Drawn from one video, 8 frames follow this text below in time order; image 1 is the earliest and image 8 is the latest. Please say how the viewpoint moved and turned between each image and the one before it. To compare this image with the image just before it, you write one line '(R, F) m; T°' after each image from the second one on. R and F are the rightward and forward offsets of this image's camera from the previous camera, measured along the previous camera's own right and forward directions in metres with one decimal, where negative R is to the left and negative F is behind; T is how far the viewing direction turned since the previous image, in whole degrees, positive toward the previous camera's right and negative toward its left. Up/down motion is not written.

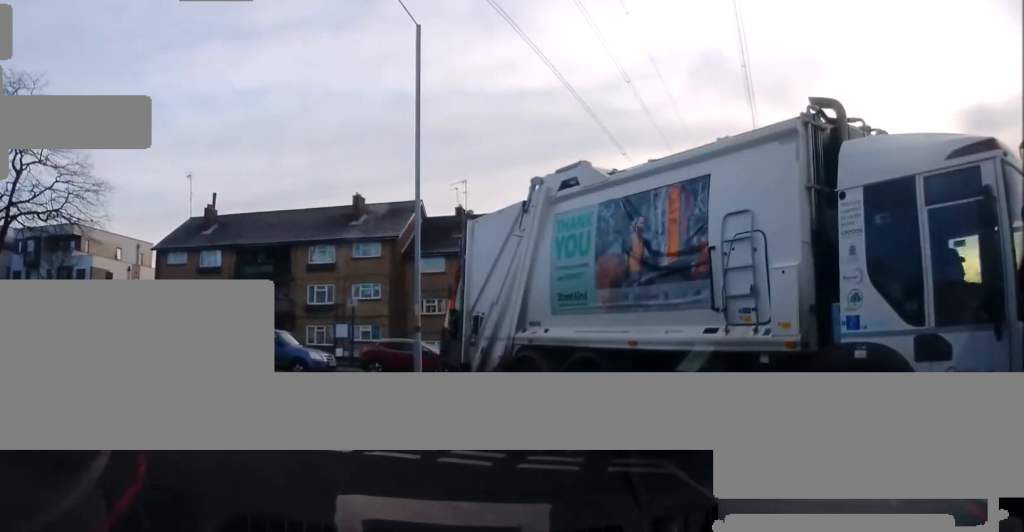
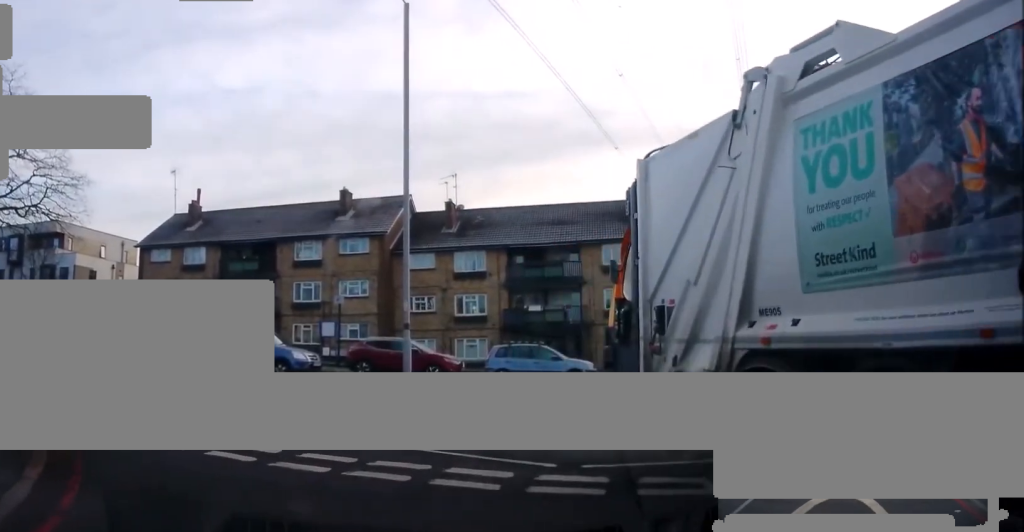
(-0.4, +1.1) m; 0°
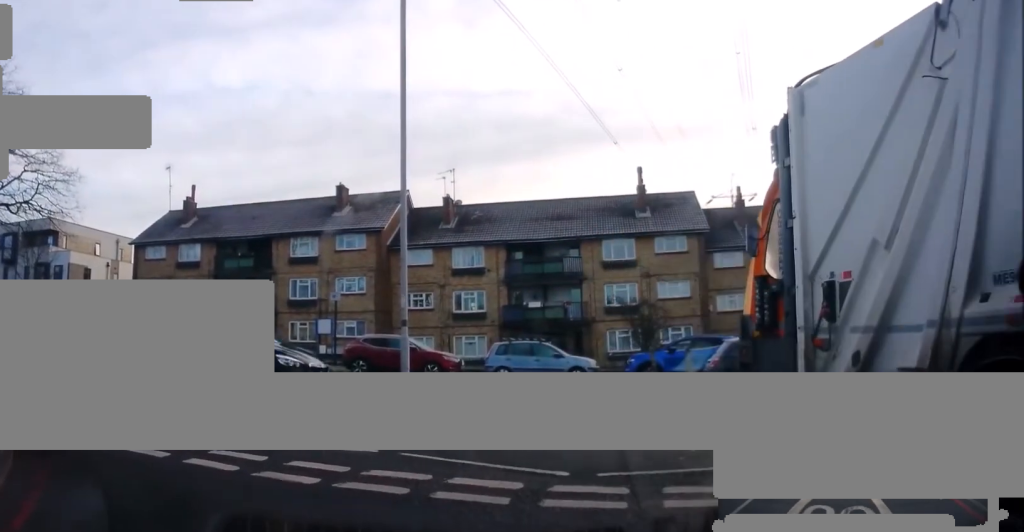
(-0.2, +0.5) m; 0°
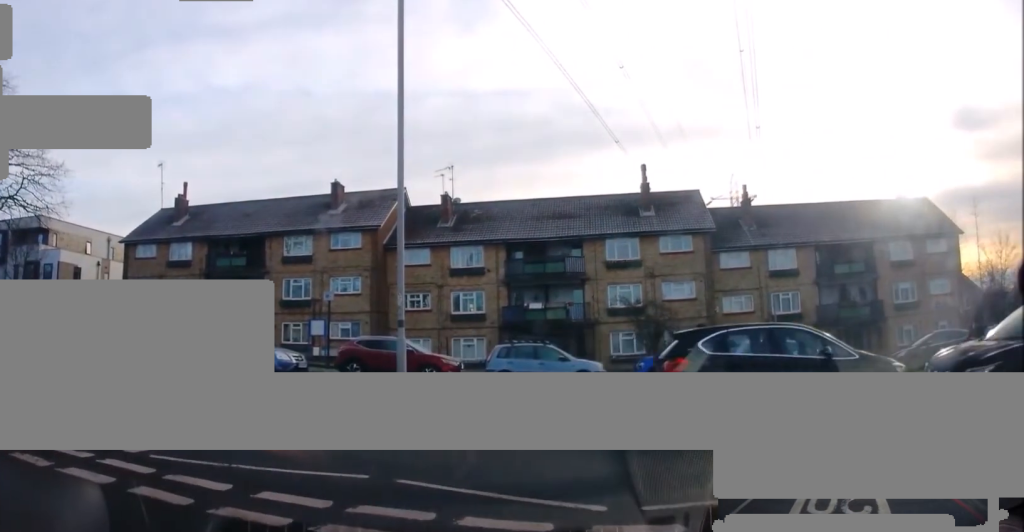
(+0.1, +1.1) m; 0°
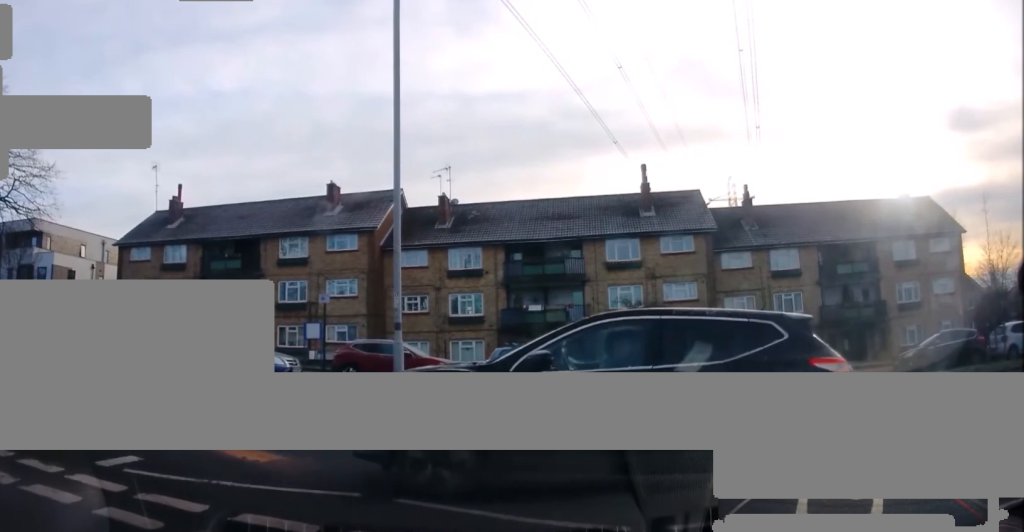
(+0.1, +0.2) m; 0°
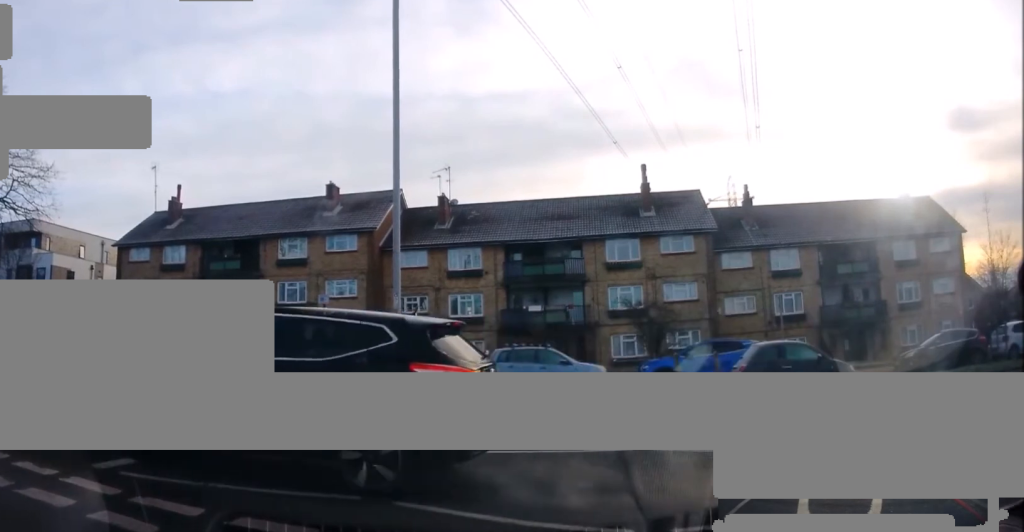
(0.0, 0.0) m; 0°
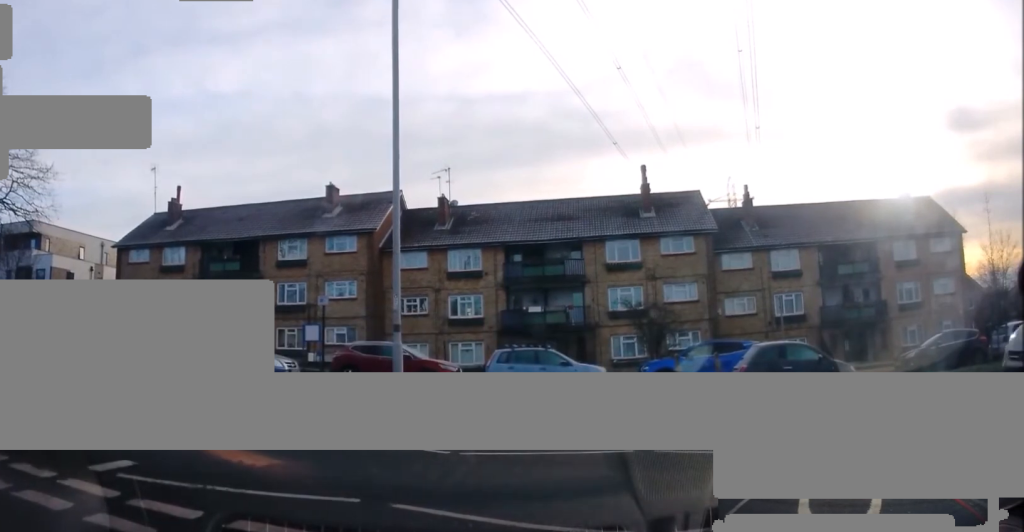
(0.0, 0.0) m; 0°
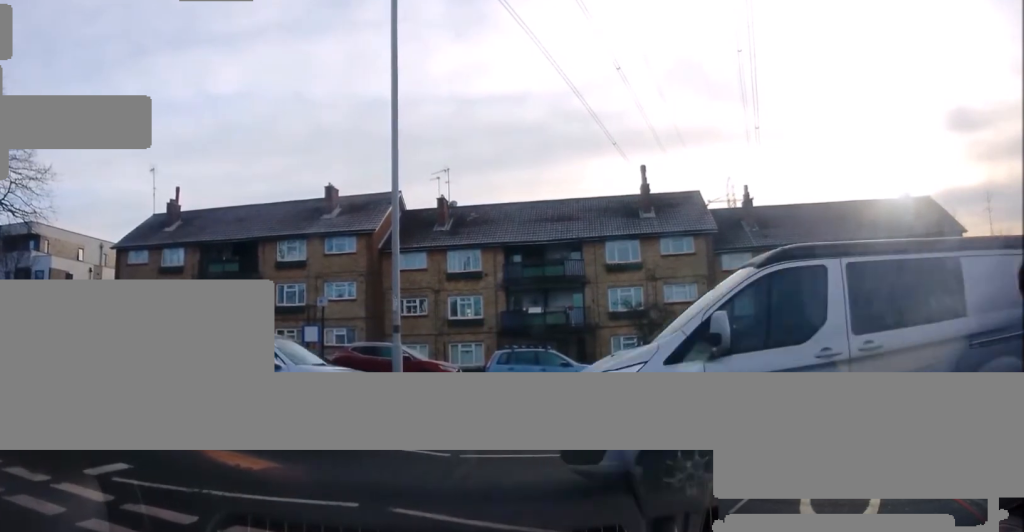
(0.0, 0.0) m; 0°
